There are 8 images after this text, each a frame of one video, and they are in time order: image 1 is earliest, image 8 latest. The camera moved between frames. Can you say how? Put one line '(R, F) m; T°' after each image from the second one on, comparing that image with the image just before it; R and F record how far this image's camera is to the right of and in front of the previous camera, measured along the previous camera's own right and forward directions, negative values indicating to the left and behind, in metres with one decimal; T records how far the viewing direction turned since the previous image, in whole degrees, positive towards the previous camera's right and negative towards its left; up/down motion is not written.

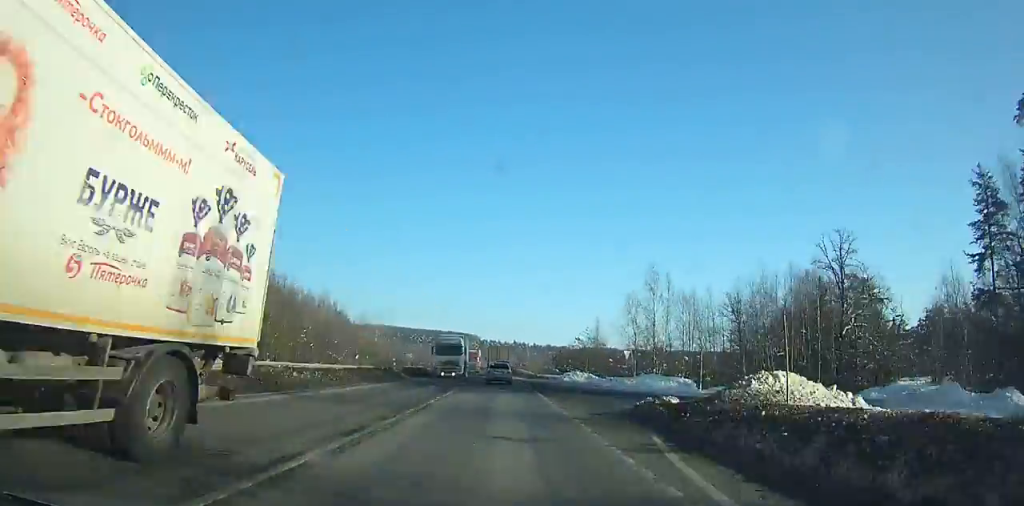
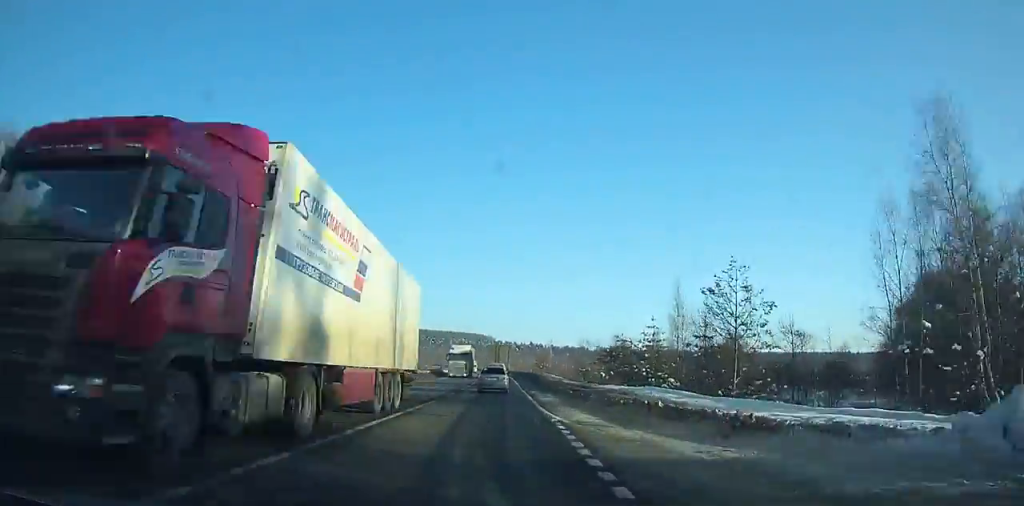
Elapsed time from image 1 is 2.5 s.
(-0.8, +49.8) m; -1°
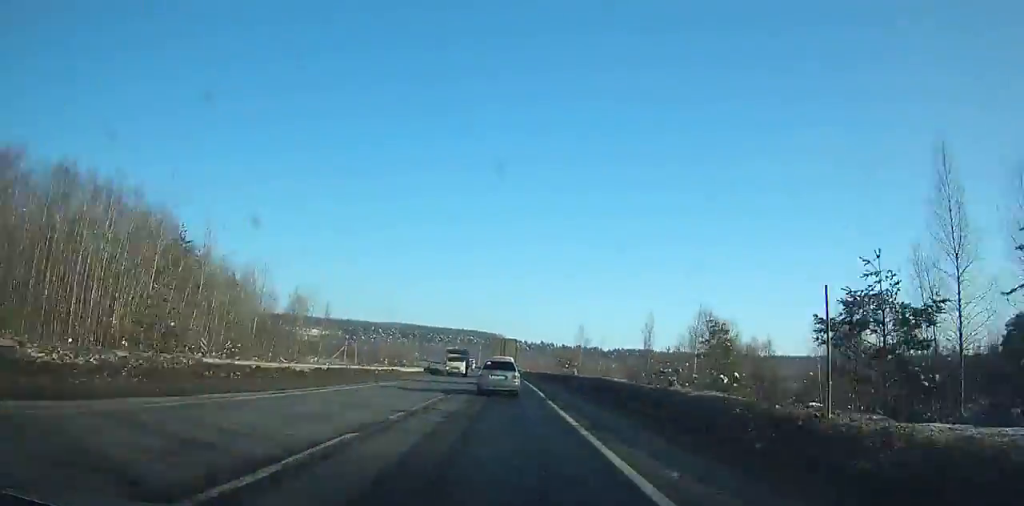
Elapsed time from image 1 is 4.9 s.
(-0.6, +43.7) m; -1°
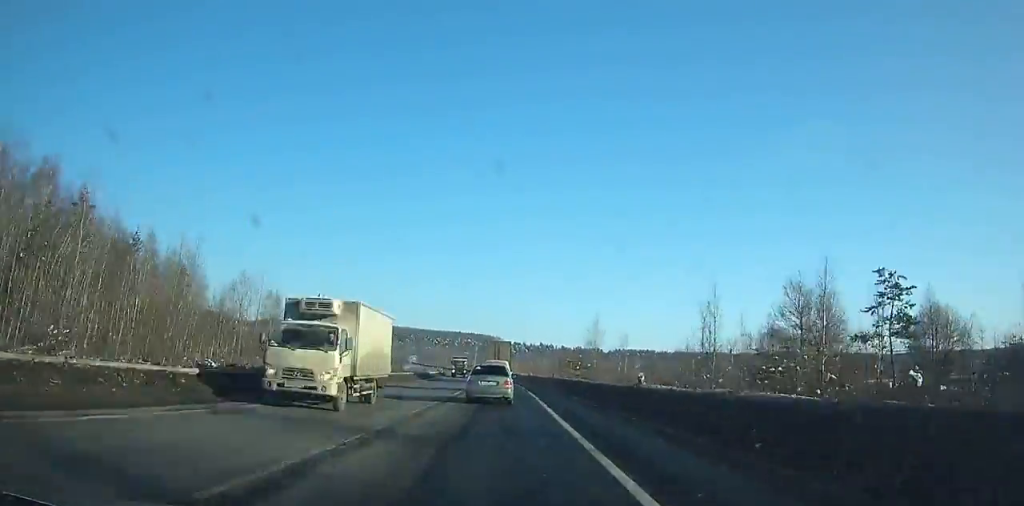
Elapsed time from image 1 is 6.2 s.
(+0.1, +21.8) m; 0°
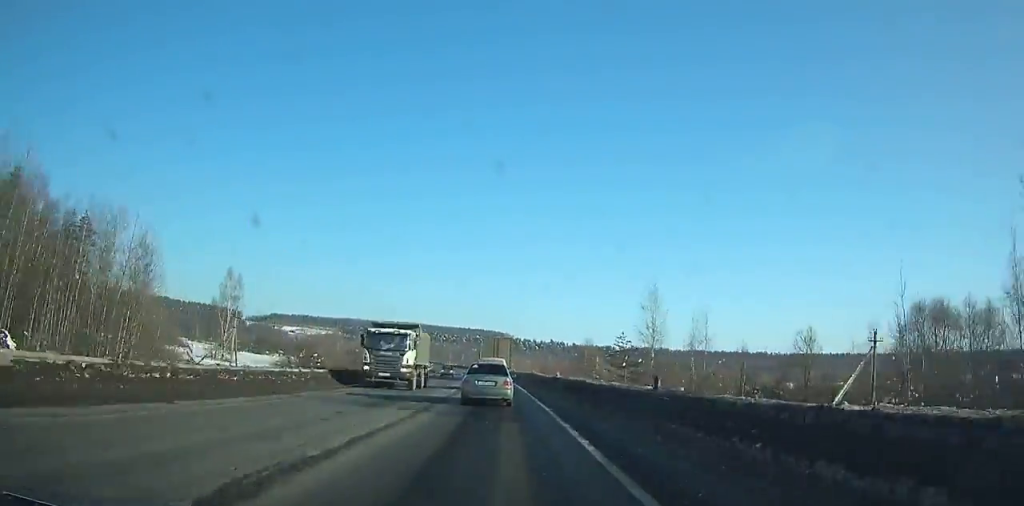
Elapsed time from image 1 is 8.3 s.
(-0.3, +33.5) m; -1°
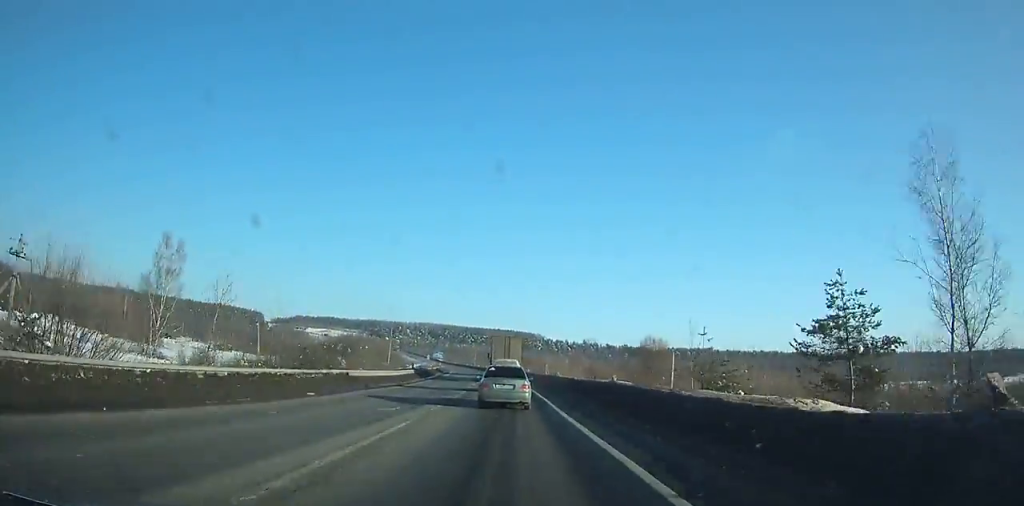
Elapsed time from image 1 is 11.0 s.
(-0.7, +40.7) m; -2°
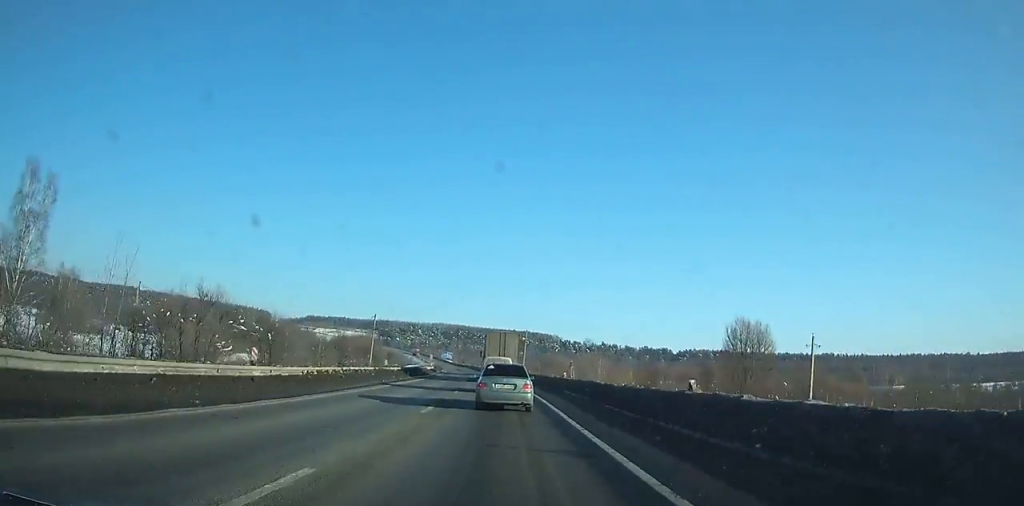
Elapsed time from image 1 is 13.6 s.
(-0.8, +37.9) m; -3°
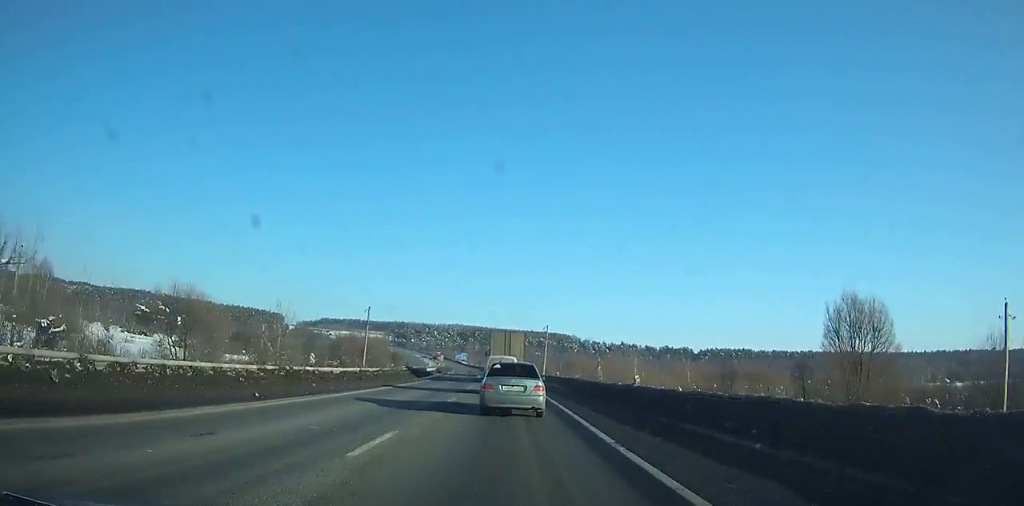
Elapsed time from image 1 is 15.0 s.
(-0.3, +20.1) m; -1°
